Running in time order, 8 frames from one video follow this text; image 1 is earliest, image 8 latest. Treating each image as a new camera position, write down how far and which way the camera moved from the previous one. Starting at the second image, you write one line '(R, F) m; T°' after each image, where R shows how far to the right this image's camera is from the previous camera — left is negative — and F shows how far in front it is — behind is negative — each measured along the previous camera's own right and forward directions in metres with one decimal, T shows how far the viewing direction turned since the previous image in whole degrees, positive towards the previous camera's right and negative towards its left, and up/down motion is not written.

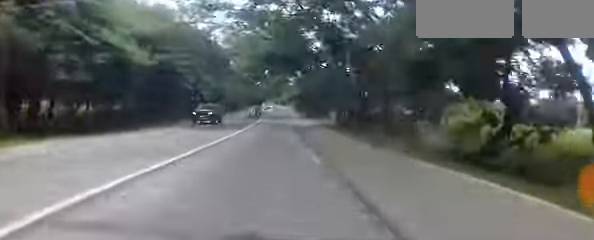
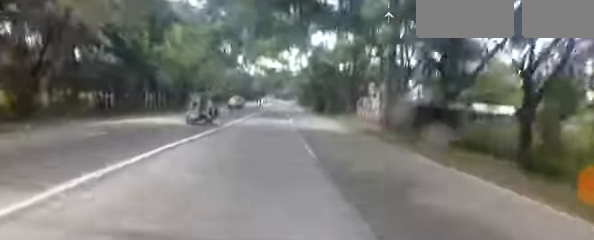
(0.0, +14.6) m; -1°
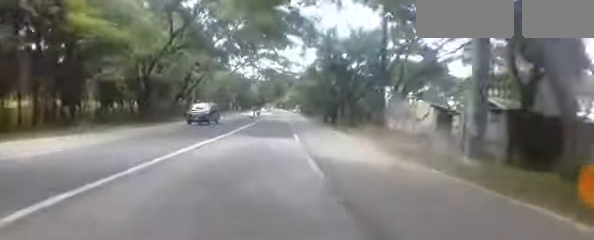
(-0.1, +8.0) m; 0°
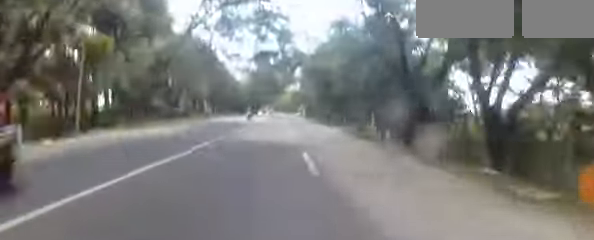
(+0.1, +25.5) m; 0°
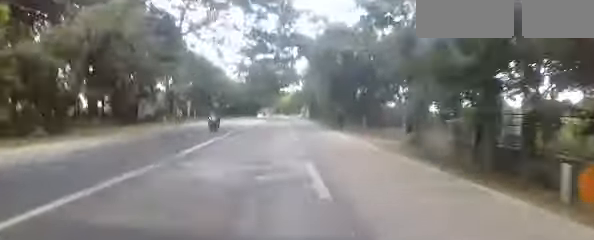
(-0.1, +10.3) m; -1°
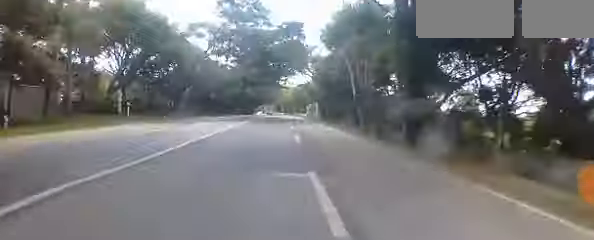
(0.0, +19.2) m; +1°
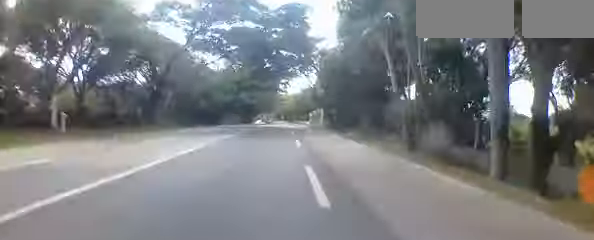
(+0.1, +8.1) m; 0°
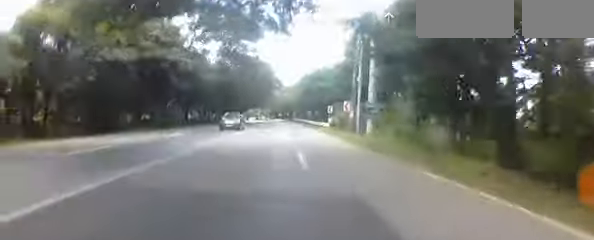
(-0.1, +32.5) m; -1°
